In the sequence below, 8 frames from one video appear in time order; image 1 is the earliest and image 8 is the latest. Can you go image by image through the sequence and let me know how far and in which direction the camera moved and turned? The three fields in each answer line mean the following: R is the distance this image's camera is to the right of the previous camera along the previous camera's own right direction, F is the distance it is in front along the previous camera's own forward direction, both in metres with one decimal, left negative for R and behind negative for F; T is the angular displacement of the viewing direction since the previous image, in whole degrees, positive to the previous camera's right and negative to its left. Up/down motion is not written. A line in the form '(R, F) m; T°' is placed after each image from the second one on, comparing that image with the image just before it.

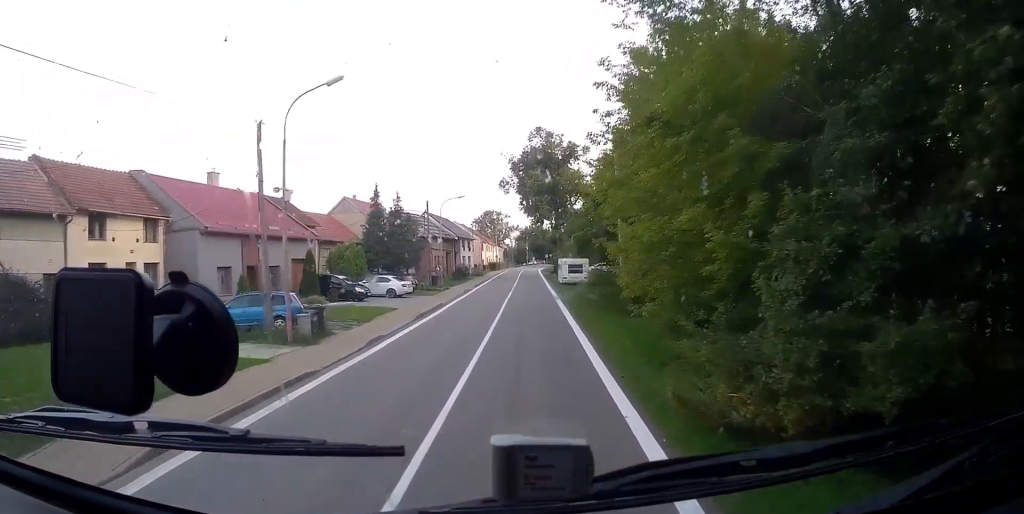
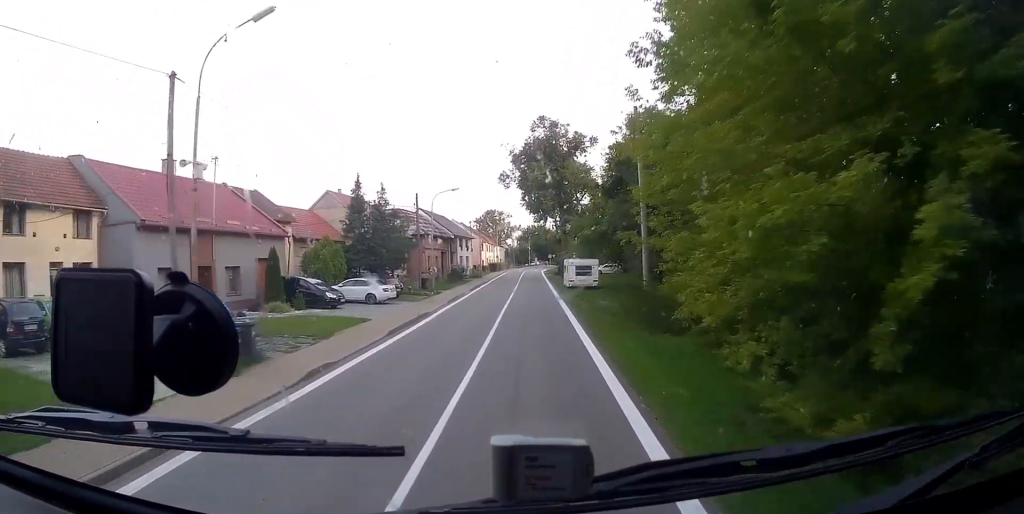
(0.0, +5.9) m; 0°
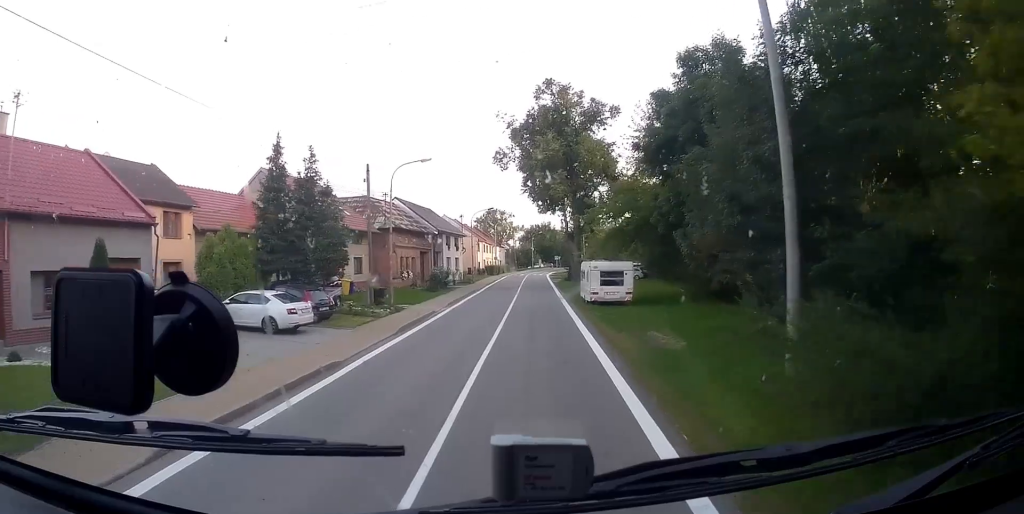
(0.0, +14.1) m; -1°
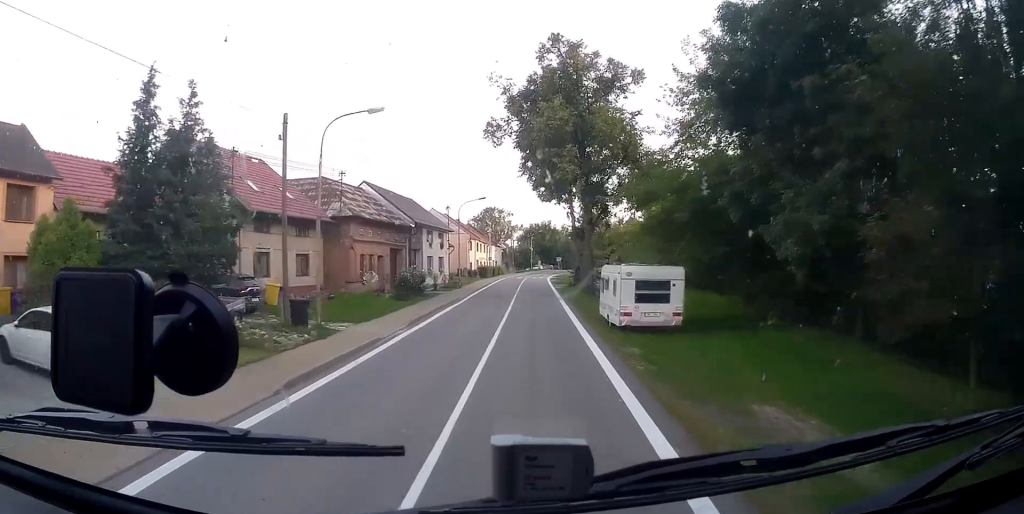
(-0.1, +10.6) m; -2°
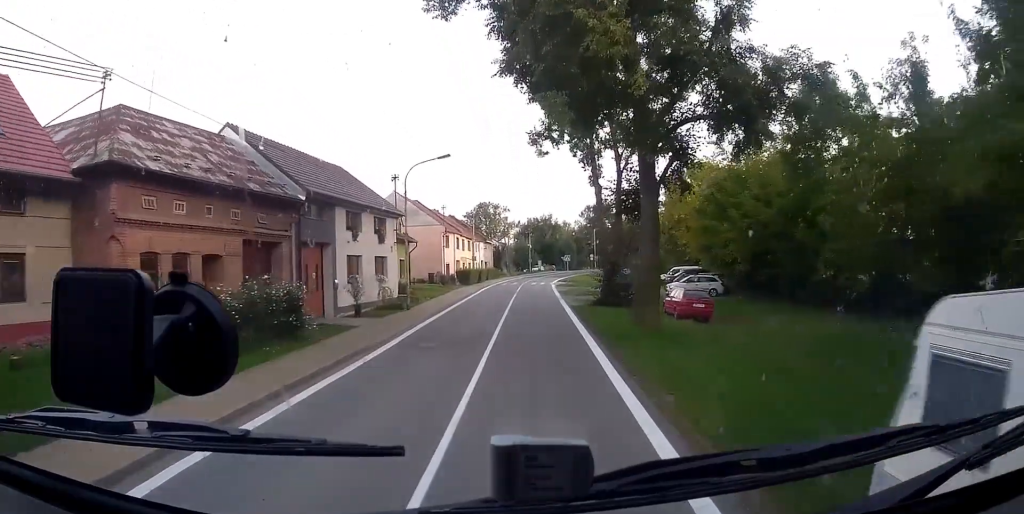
(-0.9, +21.9) m; -2°
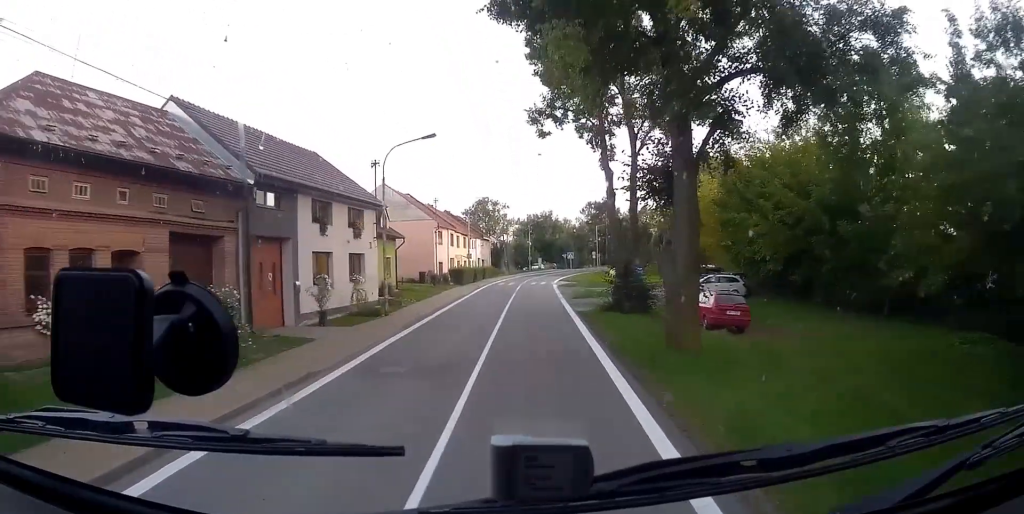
(+0.1, +4.7) m; +1°
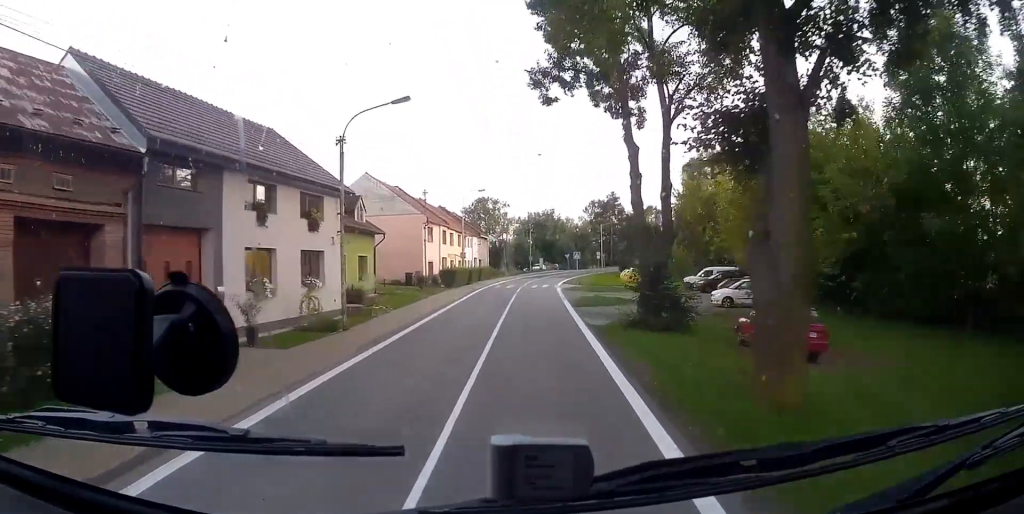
(0.0, +6.4) m; +1°
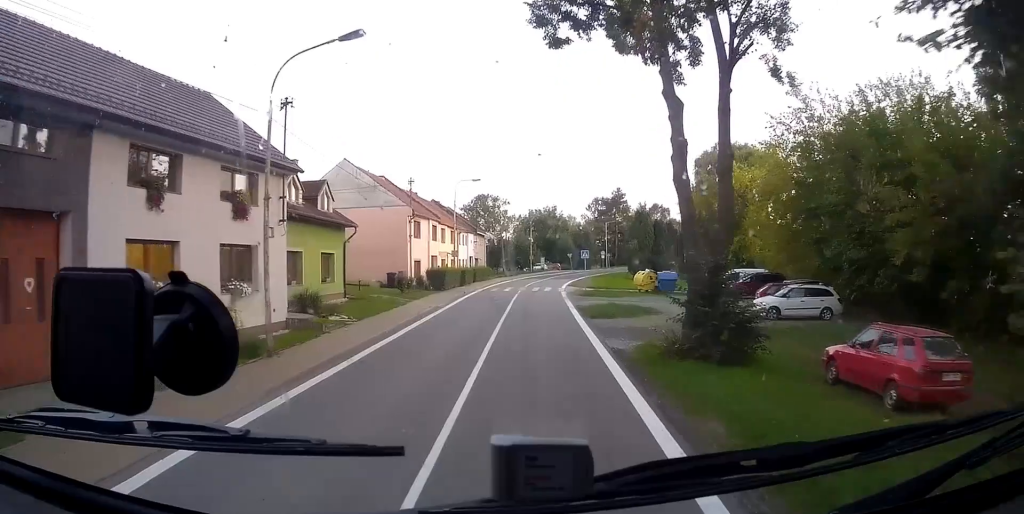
(-0.1, +6.4) m; +1°
